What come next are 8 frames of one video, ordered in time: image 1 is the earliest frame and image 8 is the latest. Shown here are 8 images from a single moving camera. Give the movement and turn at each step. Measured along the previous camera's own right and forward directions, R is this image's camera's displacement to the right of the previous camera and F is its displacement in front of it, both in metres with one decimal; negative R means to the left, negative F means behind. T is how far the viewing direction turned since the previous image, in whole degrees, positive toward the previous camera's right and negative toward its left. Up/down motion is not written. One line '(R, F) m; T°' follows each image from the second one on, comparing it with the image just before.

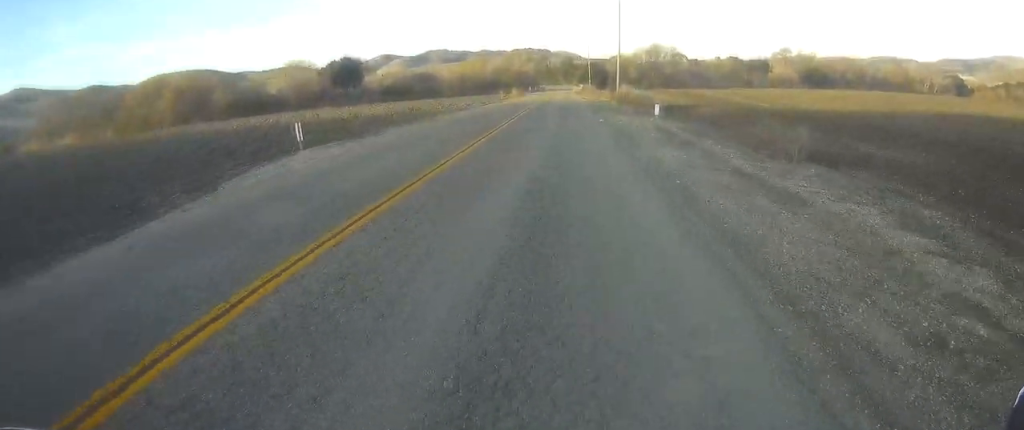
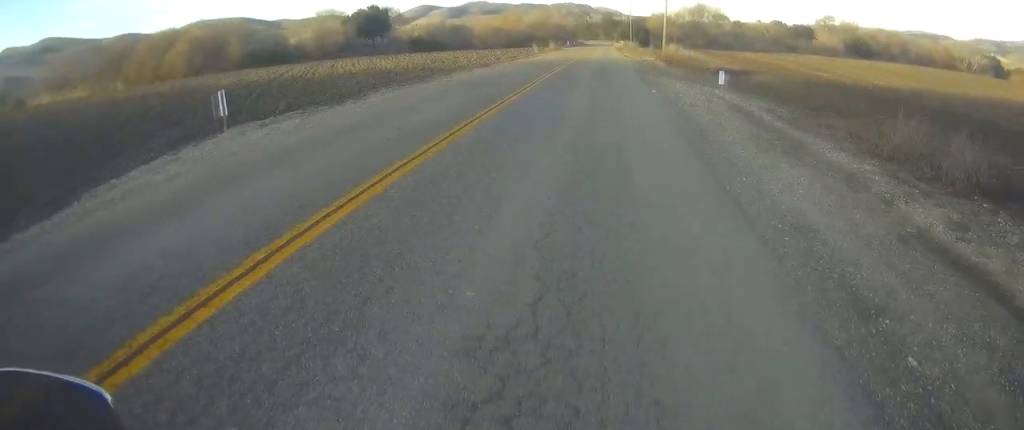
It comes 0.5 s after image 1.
(0.0, +7.2) m; 0°
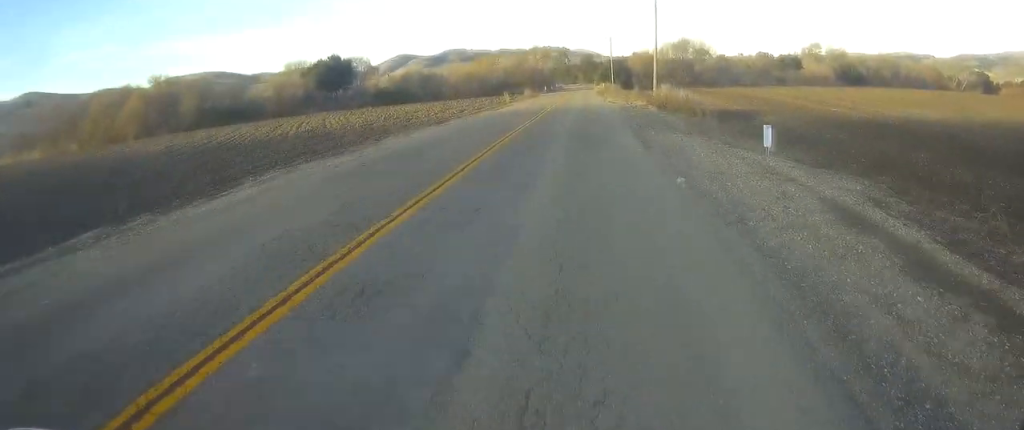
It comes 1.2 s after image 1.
(0.0, +9.2) m; 0°
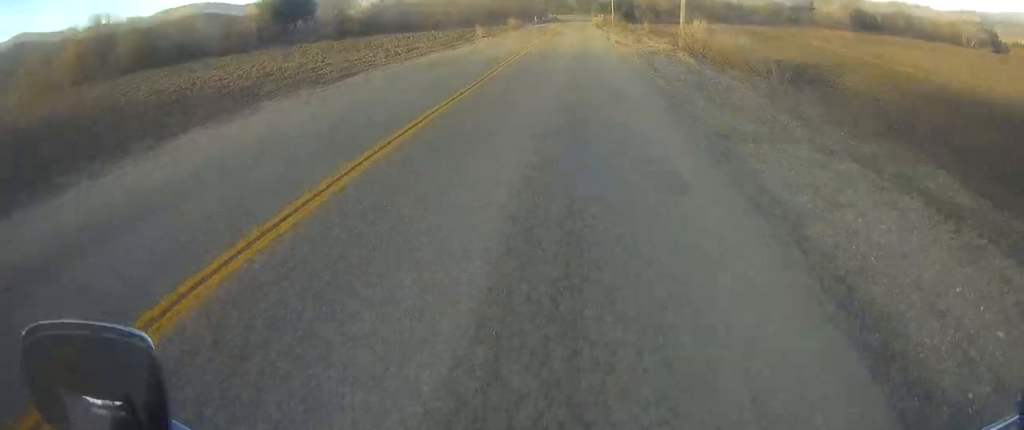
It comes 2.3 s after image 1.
(+0.1, +16.3) m; +1°
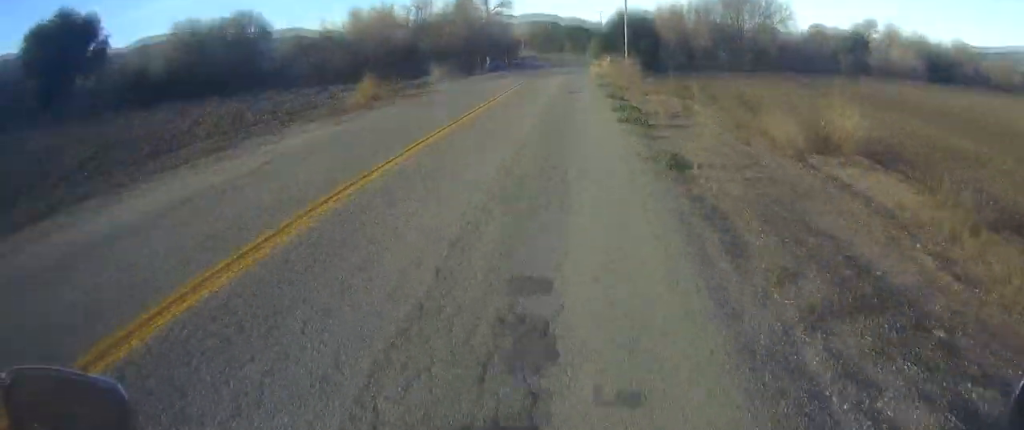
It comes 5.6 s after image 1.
(+0.2, +51.7) m; 0°
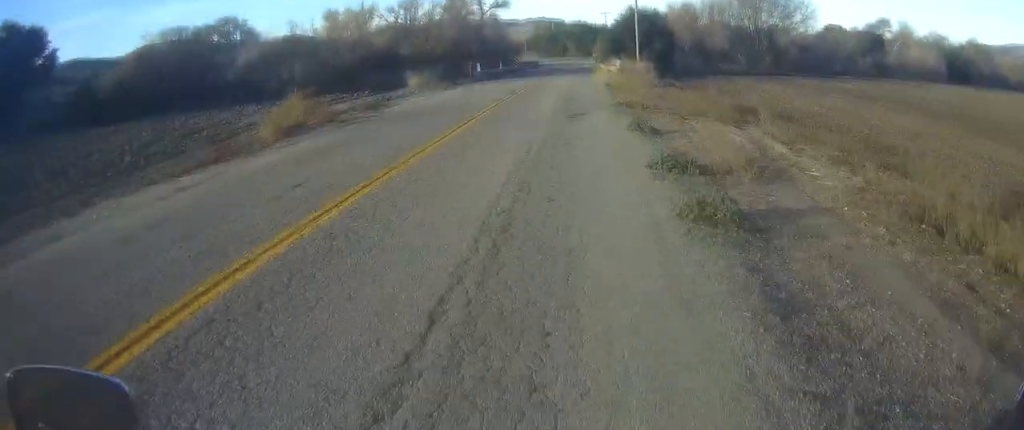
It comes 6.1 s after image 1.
(0.0, +8.4) m; 0°
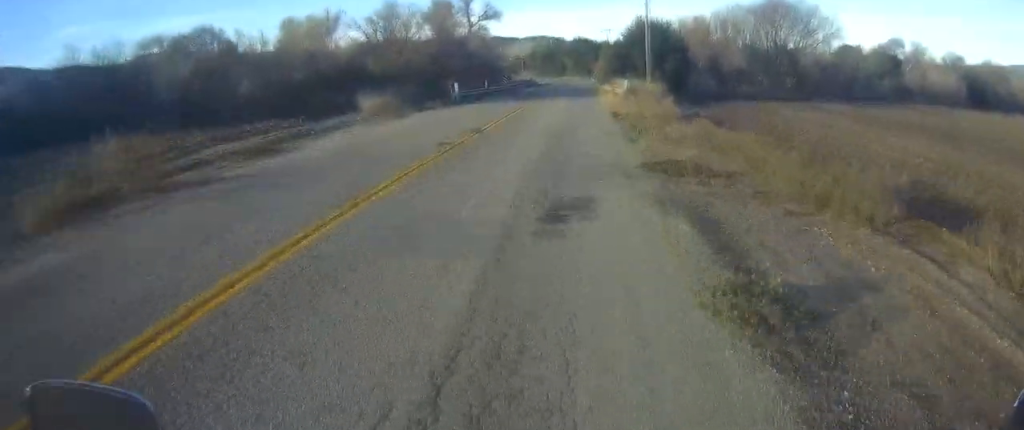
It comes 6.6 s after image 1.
(0.0, +9.6) m; 0°
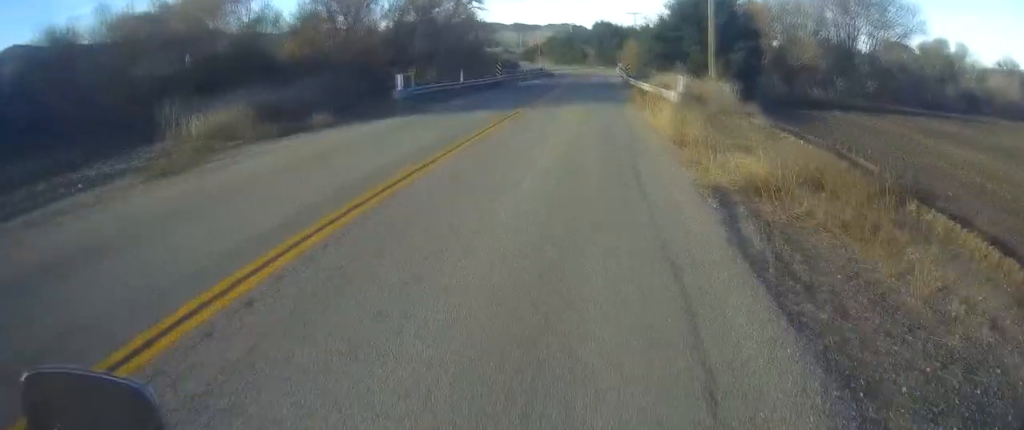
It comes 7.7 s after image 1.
(-0.1, +18.6) m; 0°
